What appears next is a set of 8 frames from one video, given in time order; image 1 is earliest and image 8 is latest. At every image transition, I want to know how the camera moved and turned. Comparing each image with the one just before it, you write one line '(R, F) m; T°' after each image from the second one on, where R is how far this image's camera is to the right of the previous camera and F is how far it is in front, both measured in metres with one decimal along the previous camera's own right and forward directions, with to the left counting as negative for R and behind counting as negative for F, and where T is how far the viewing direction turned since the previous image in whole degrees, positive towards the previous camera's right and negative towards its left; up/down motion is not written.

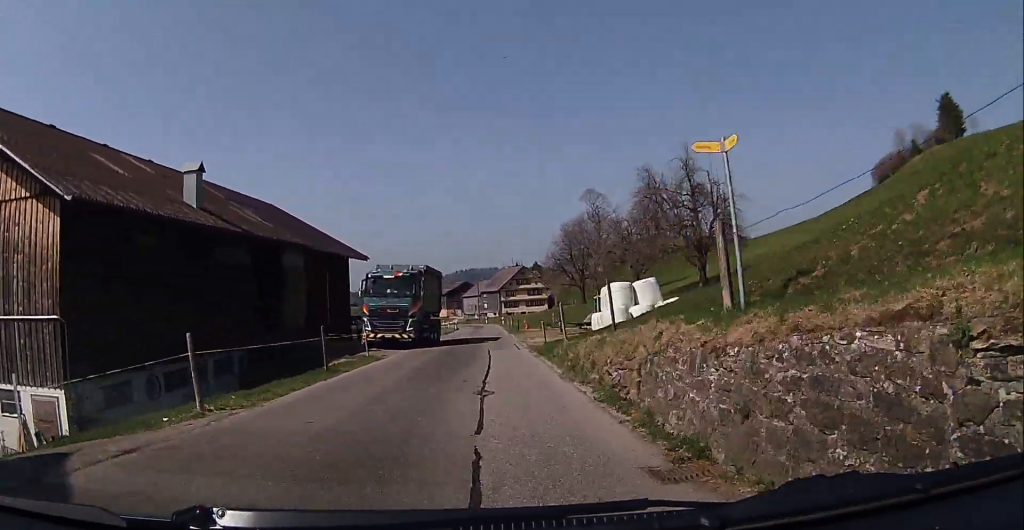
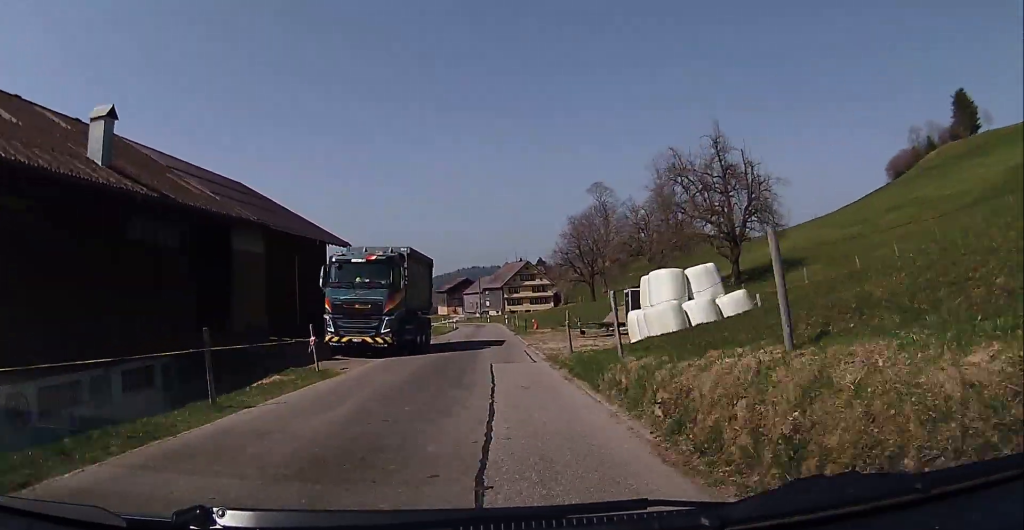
(0.0, +7.6) m; +2°
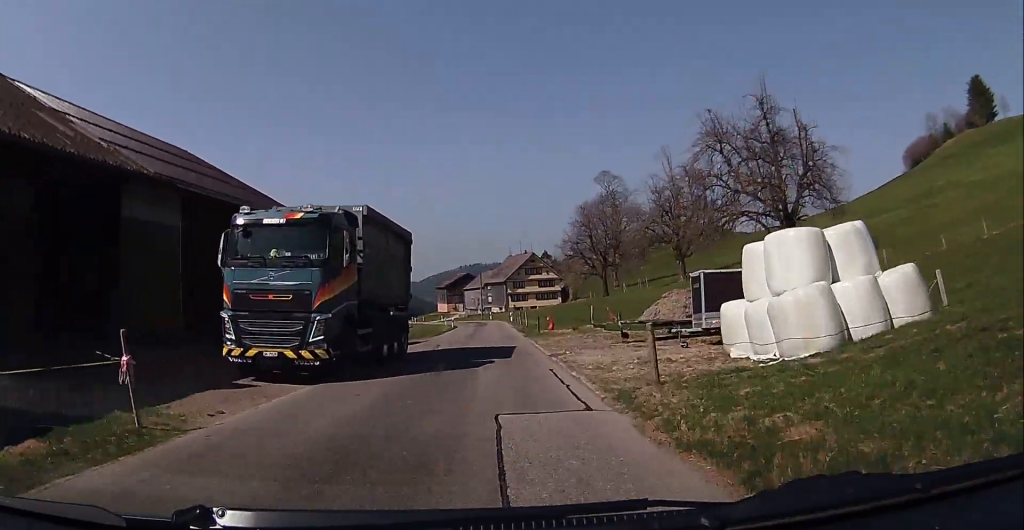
(+0.1, +9.3) m; +2°
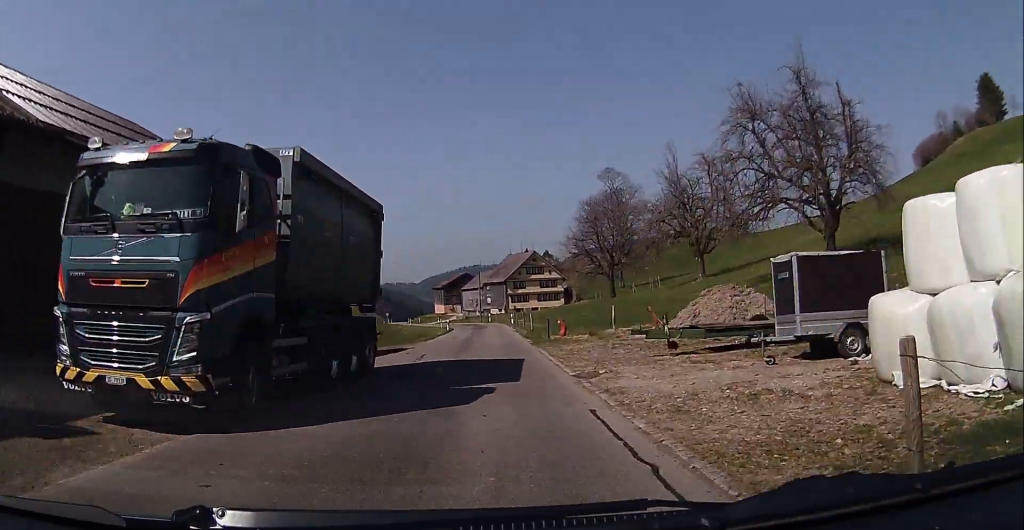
(+0.2, +5.9) m; +1°
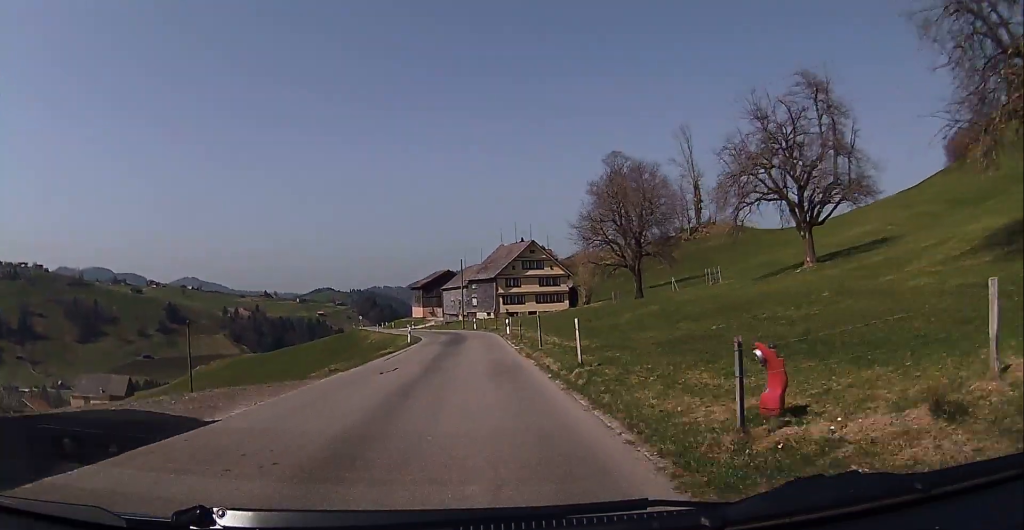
(0.0, +21.9) m; -1°
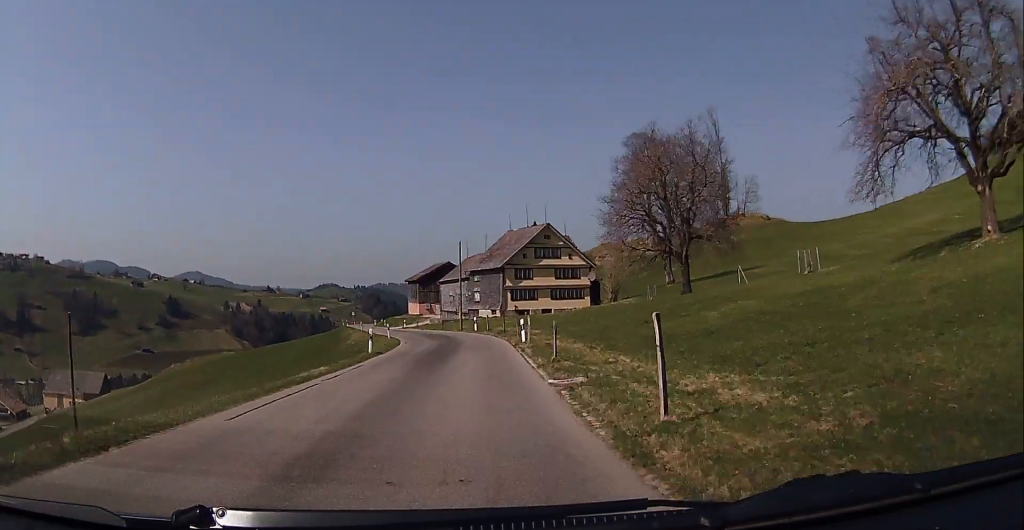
(-0.5, +14.3) m; -3°
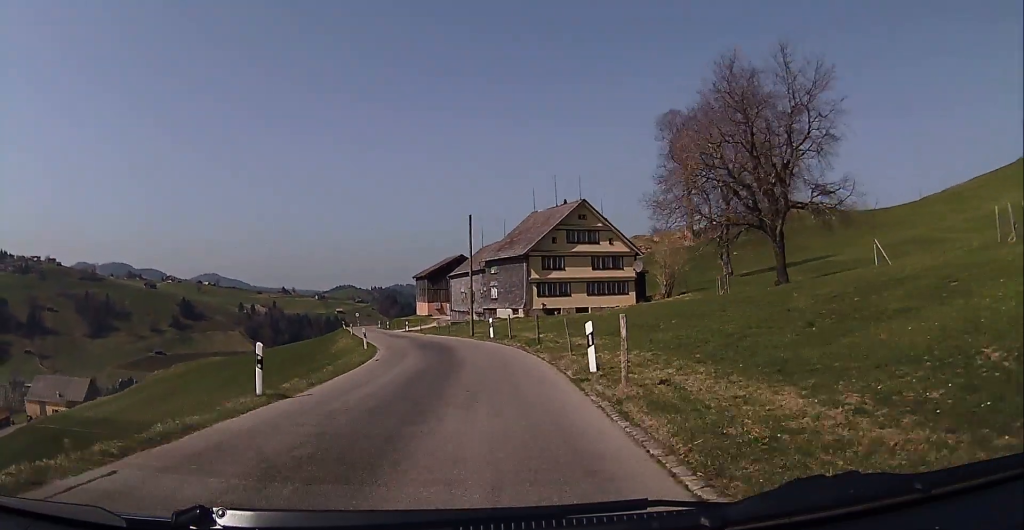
(-0.1, +14.2) m; 0°
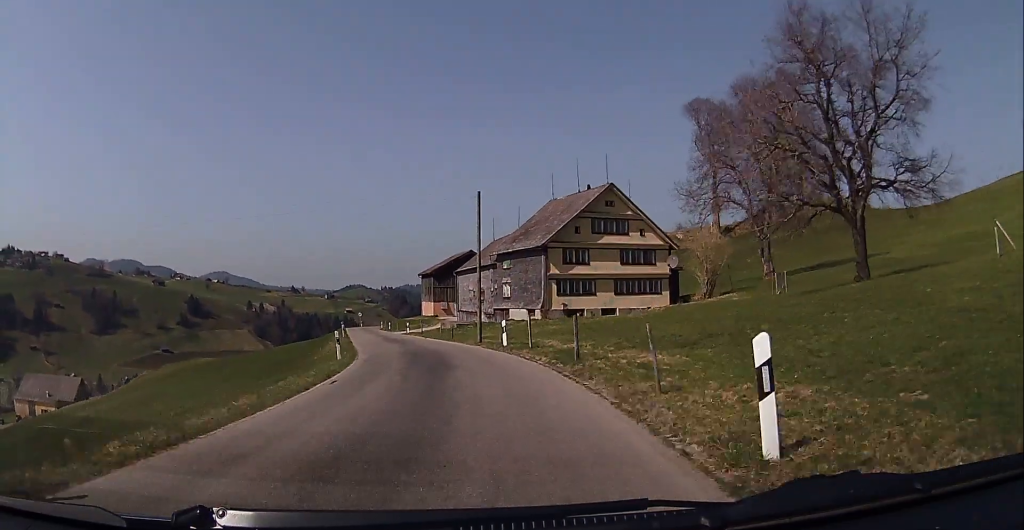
(0.0, +7.5) m; 0°
